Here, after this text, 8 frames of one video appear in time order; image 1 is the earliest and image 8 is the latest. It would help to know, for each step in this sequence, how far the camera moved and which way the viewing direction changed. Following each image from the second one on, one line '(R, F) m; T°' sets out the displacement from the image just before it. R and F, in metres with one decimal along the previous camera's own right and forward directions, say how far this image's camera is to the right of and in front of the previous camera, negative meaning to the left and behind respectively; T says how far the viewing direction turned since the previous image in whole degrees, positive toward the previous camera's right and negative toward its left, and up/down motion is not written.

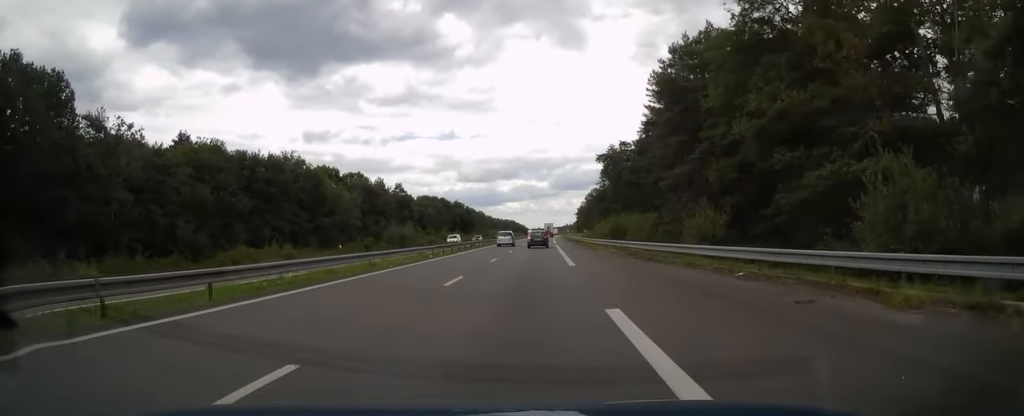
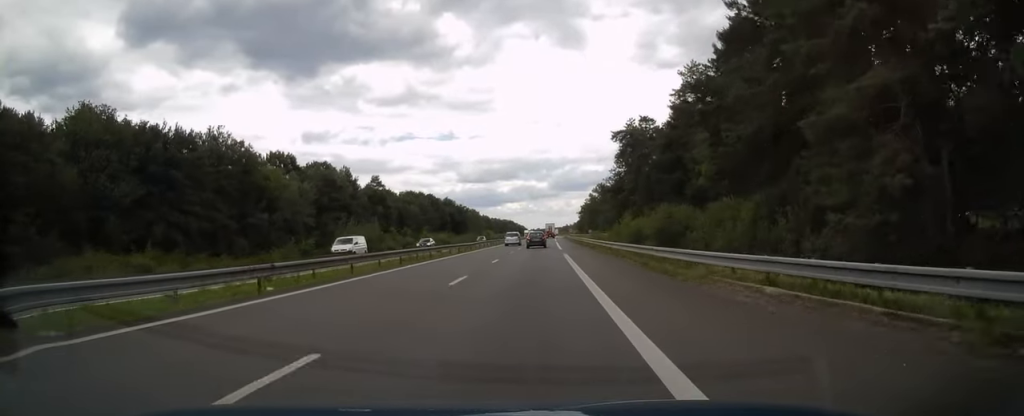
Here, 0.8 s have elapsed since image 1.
(0.0, +25.2) m; 0°
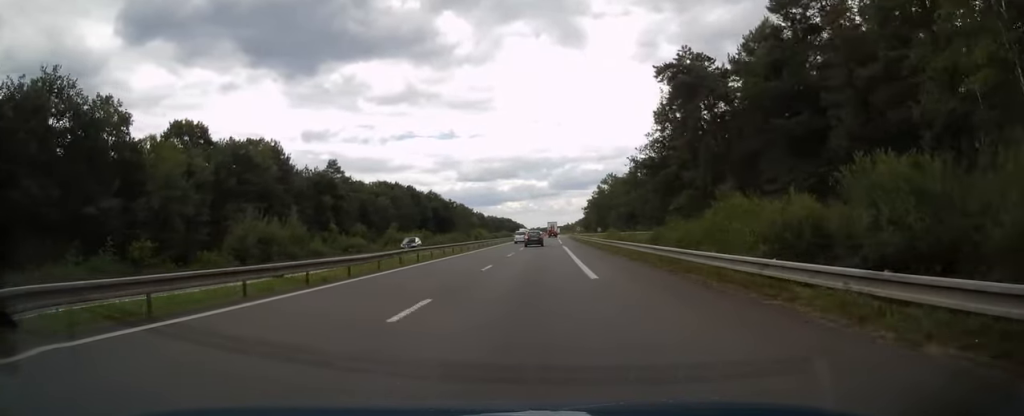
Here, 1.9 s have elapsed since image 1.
(0.0, +32.5) m; 0°
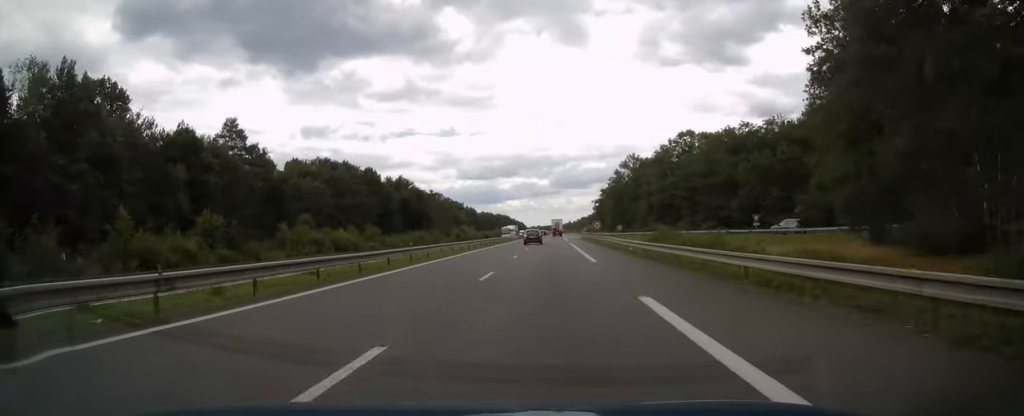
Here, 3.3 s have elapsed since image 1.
(+0.1, +43.5) m; 0°
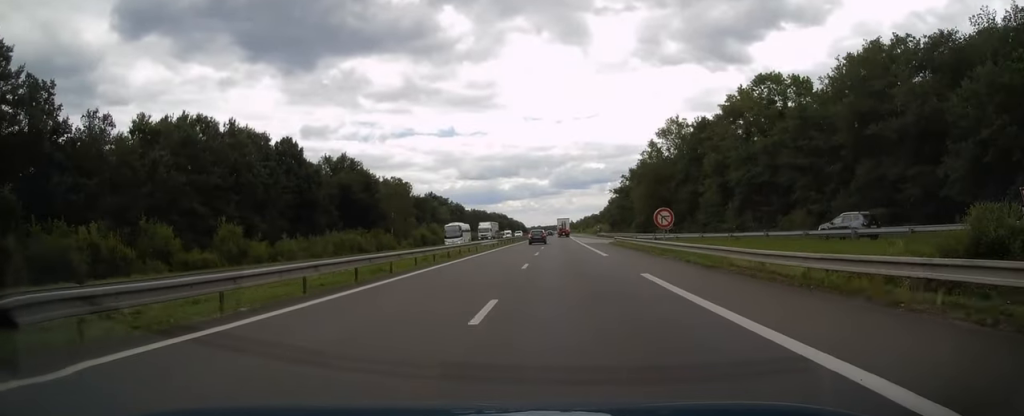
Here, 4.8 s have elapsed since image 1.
(-0.1, +46.5) m; 0°
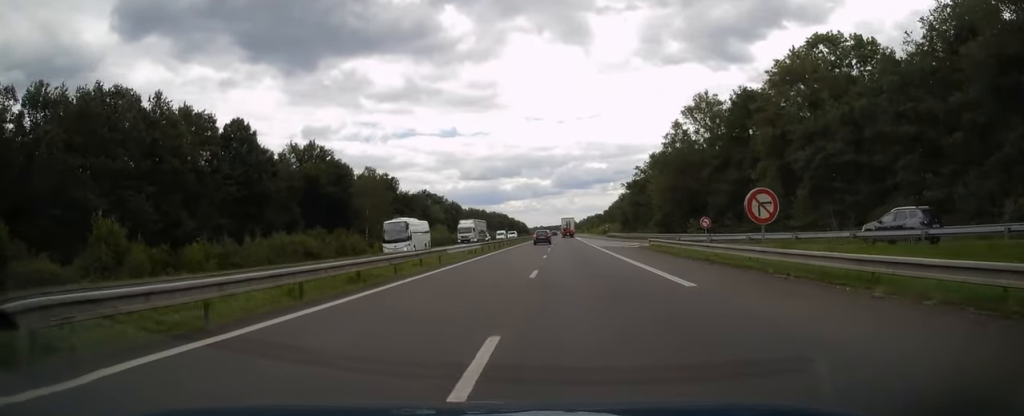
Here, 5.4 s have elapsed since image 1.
(-0.1, +17.1) m; 0°
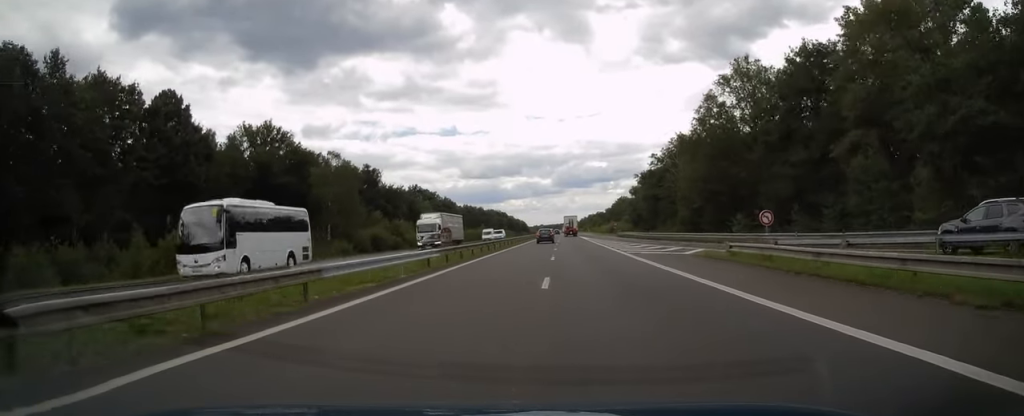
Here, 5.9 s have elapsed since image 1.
(+0.1, +16.7) m; 0°
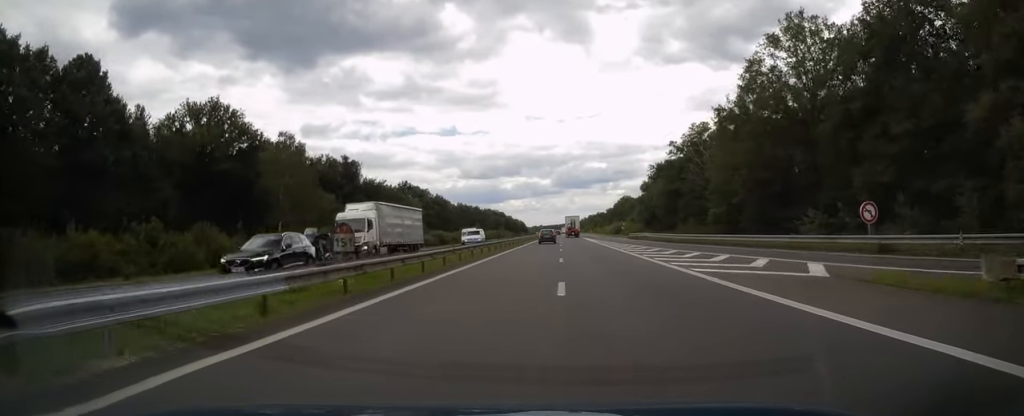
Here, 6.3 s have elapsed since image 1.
(+0.1, +14.5) m; 0°
